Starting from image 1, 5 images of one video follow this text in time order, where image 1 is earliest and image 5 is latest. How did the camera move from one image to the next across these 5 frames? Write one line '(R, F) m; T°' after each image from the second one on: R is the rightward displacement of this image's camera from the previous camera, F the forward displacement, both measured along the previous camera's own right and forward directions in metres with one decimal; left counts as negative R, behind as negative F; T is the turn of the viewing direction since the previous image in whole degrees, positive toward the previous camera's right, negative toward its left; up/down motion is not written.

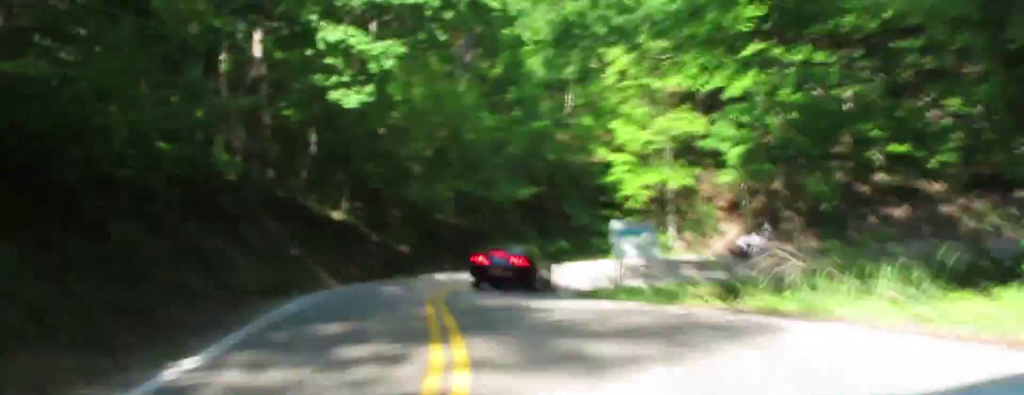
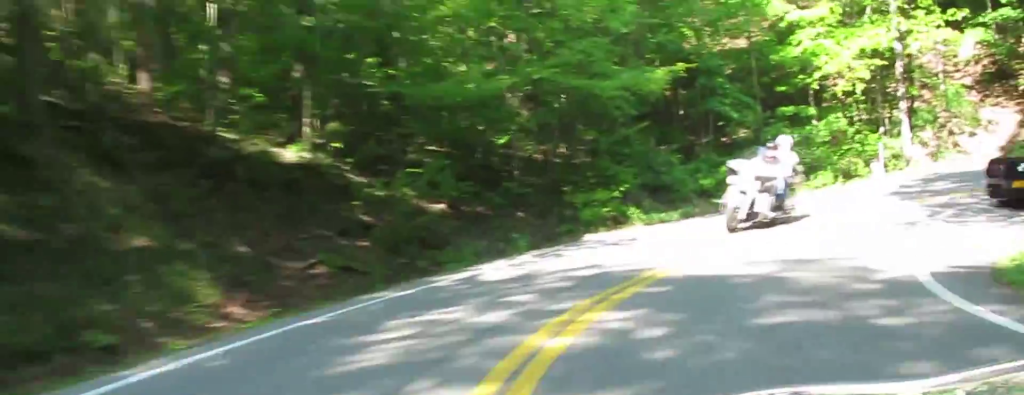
(+4.4, +20.5) m; +24°
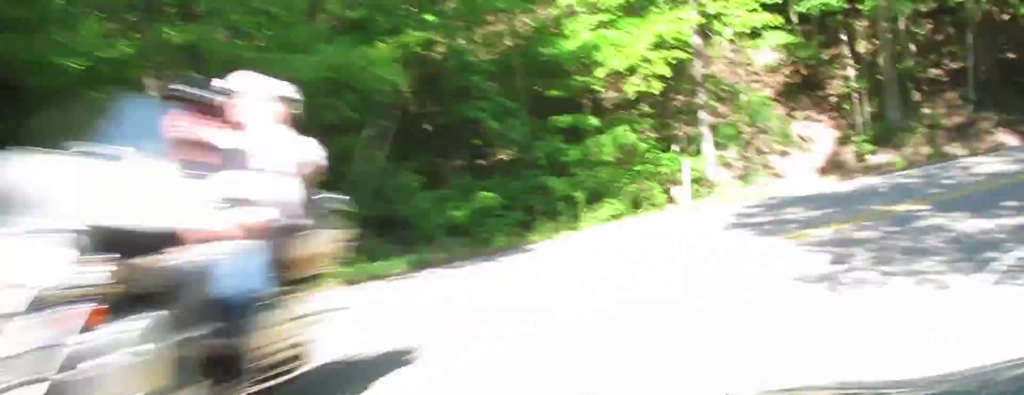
(-0.2, +9.7) m; +12°
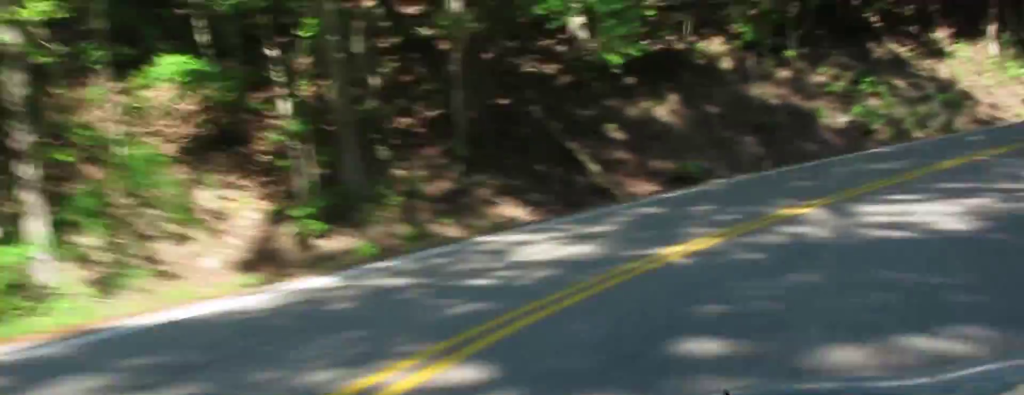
(+3.1, +13.0) m; +41°
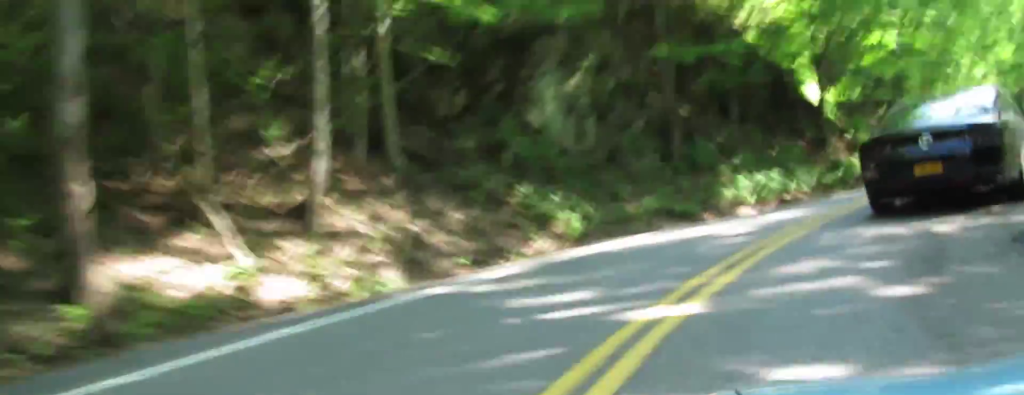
(+58.8, +50.6) m; +40°
